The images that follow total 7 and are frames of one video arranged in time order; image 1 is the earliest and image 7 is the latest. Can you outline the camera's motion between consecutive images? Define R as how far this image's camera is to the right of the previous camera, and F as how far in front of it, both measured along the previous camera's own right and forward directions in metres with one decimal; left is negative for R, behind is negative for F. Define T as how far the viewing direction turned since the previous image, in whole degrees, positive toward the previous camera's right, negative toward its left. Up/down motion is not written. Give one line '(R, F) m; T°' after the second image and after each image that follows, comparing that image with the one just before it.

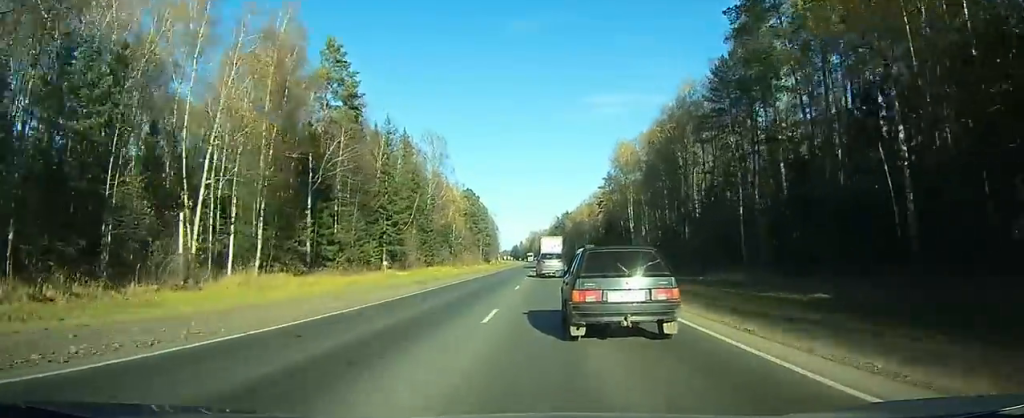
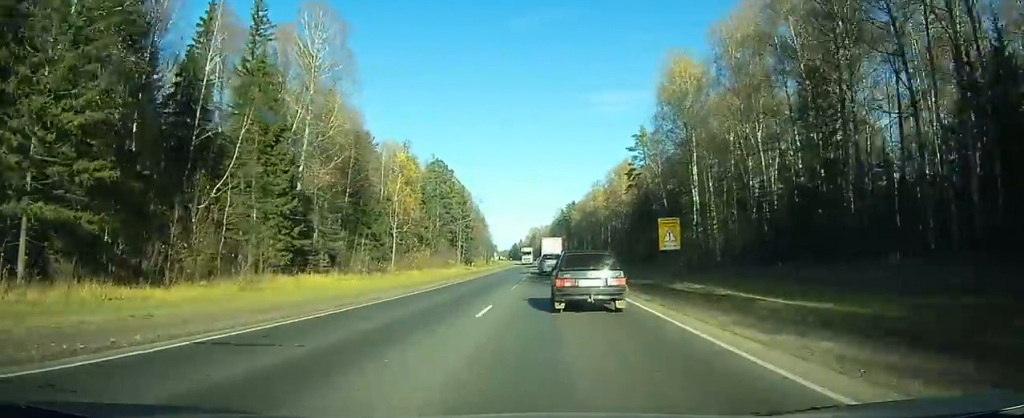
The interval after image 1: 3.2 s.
(-0.2, +61.2) m; 0°
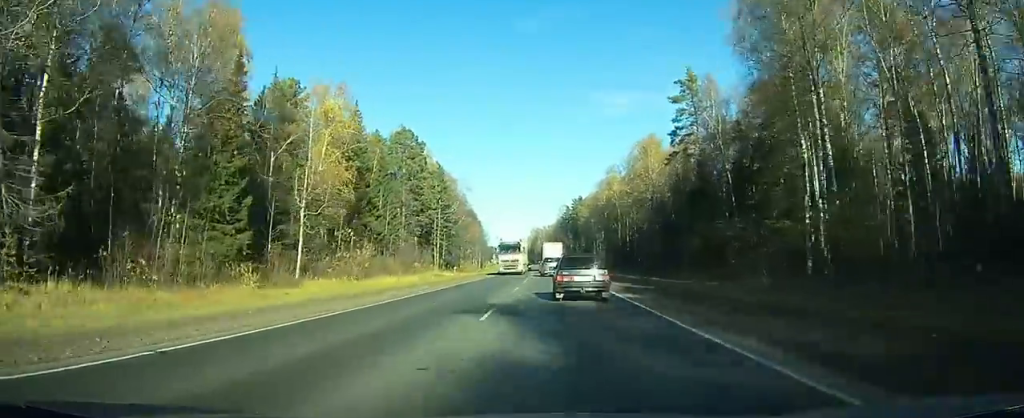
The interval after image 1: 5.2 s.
(0.0, +37.8) m; 0°
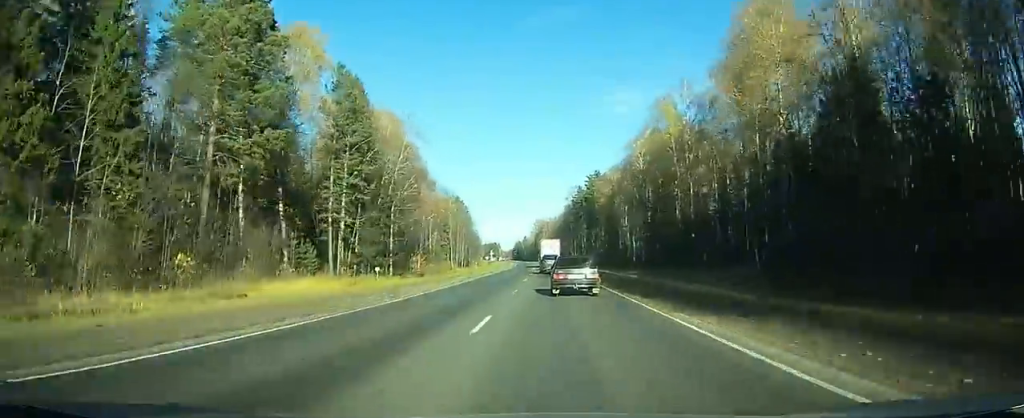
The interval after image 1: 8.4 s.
(0.0, +62.7) m; 0°
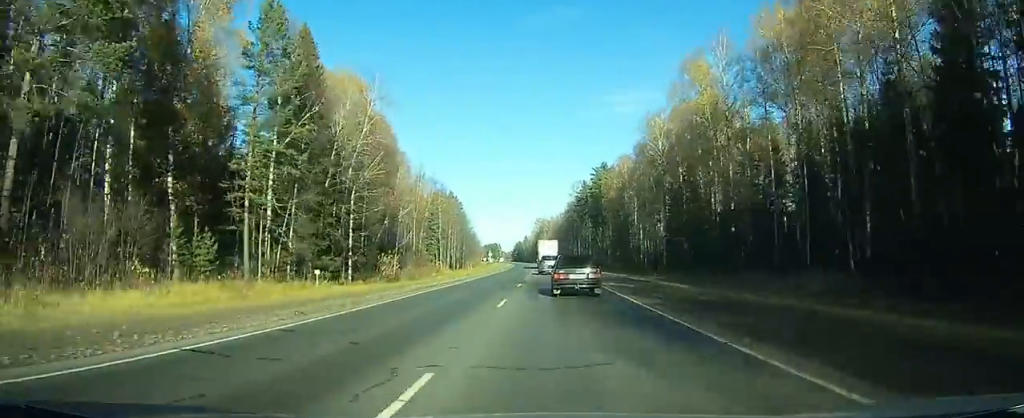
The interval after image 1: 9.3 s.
(-0.1, +17.9) m; 0°
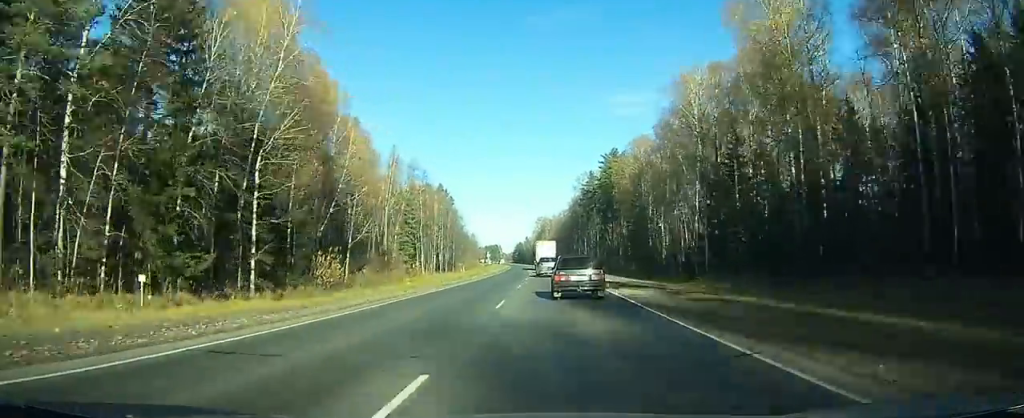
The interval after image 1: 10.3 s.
(0.0, +22.2) m; 0°
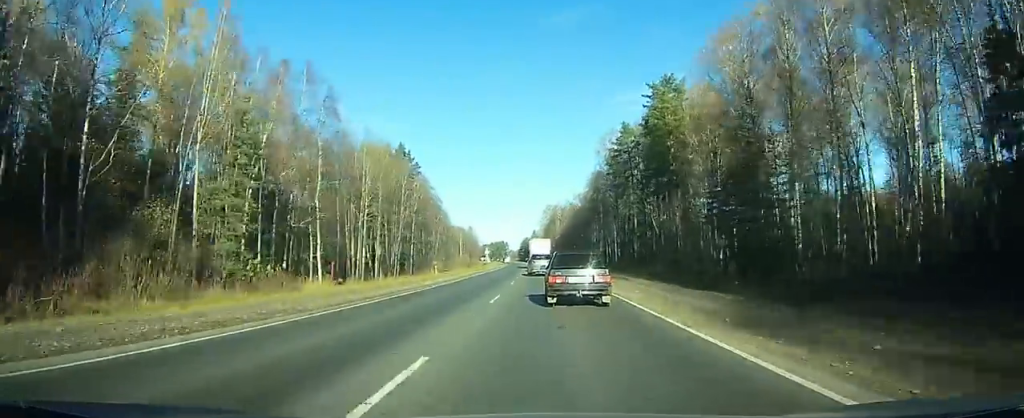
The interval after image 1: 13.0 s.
(0.0, +57.3) m; 0°
